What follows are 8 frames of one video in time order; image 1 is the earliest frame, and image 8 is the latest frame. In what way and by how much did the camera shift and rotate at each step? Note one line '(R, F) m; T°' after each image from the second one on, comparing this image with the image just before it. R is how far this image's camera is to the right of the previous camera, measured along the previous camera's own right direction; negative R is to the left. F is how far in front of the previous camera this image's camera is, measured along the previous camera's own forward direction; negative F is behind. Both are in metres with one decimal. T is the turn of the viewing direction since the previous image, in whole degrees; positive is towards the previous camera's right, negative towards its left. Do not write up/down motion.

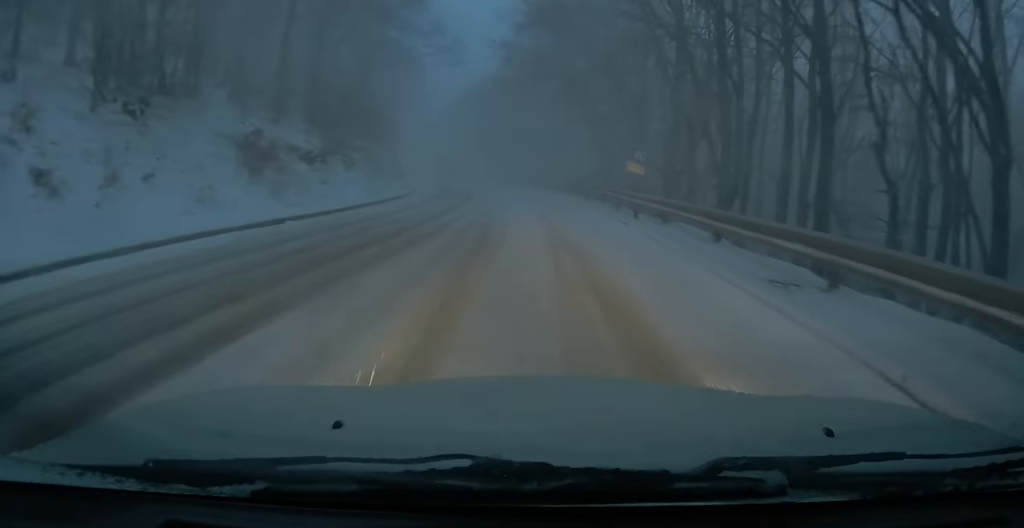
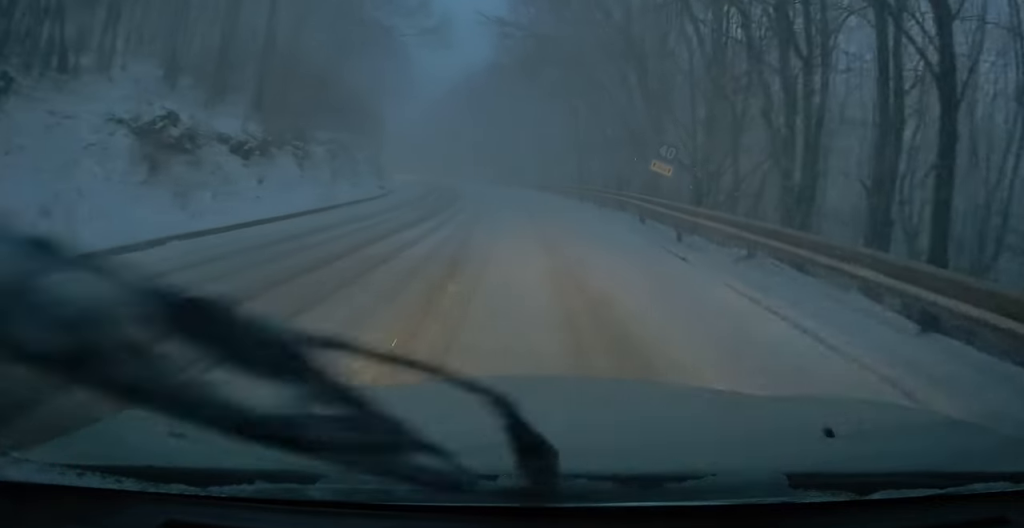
(0.0, +5.8) m; +1°
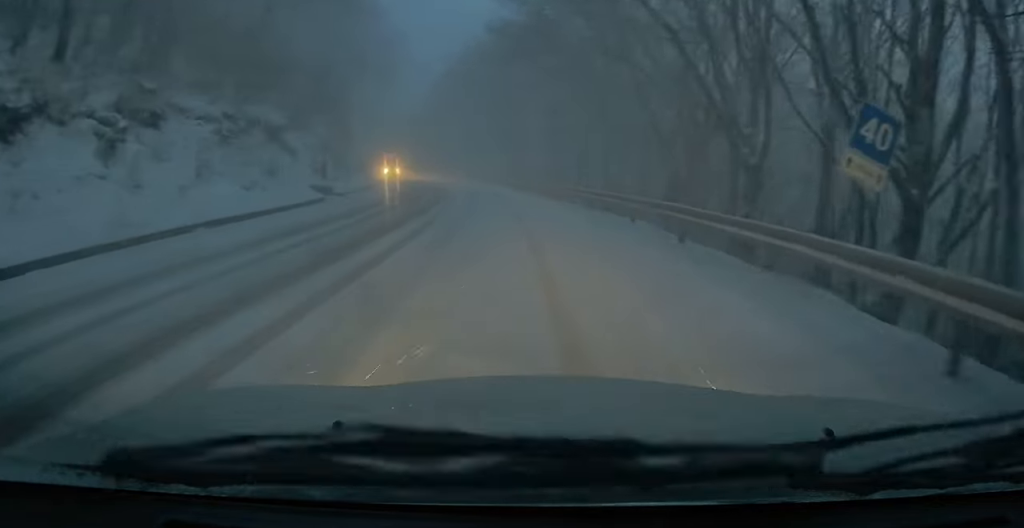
(-0.2, +12.1) m; -3°
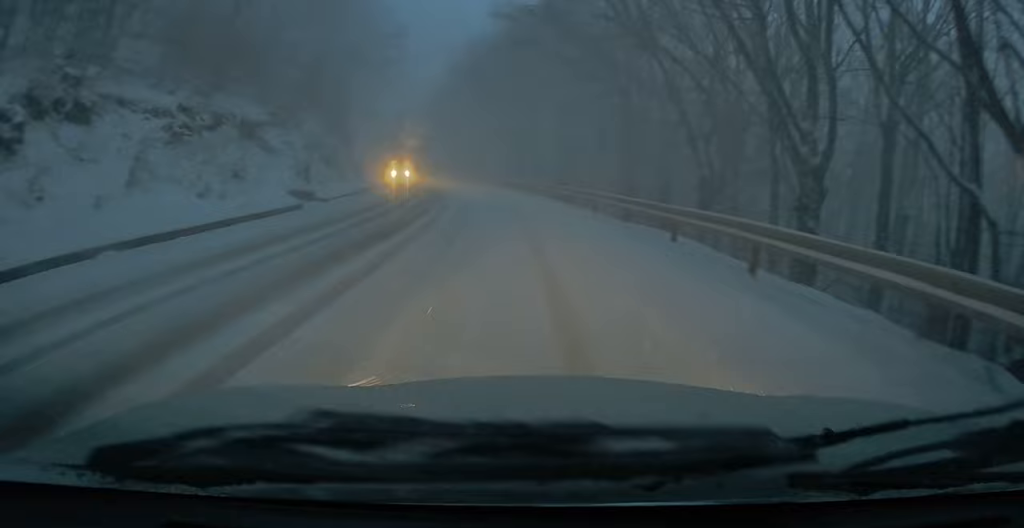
(+0.1, +3.3) m; +1°
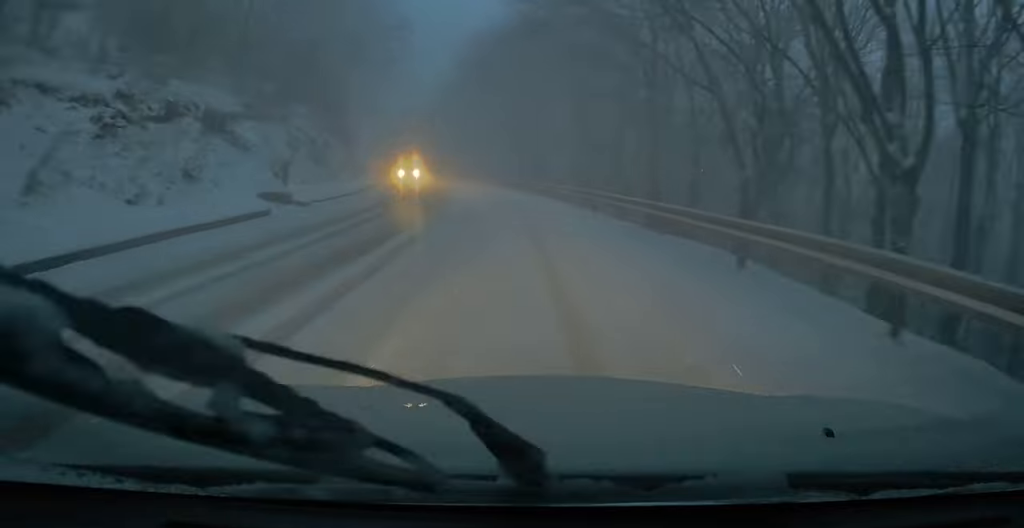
(0.0, +3.3) m; +1°
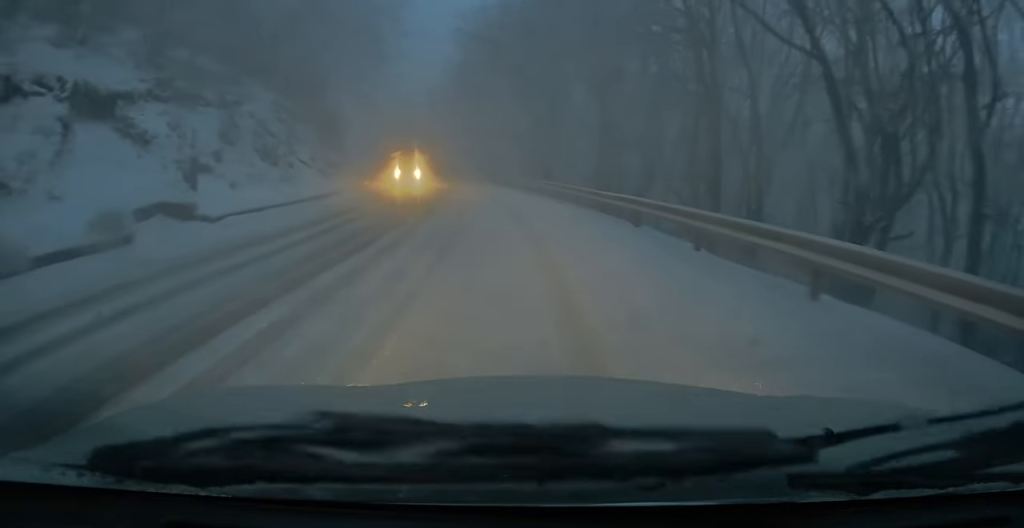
(+0.1, +6.6) m; +1°
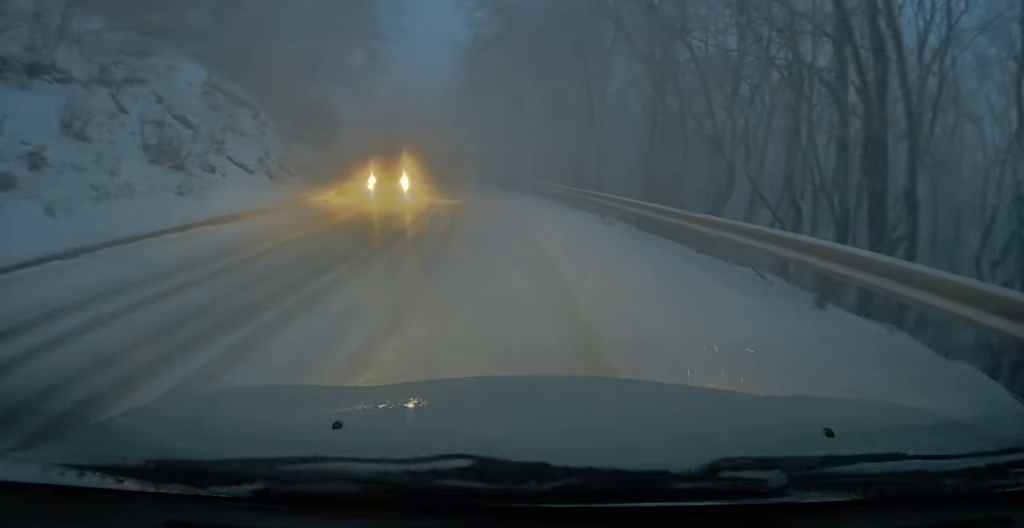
(0.0, +8.3) m; -1°
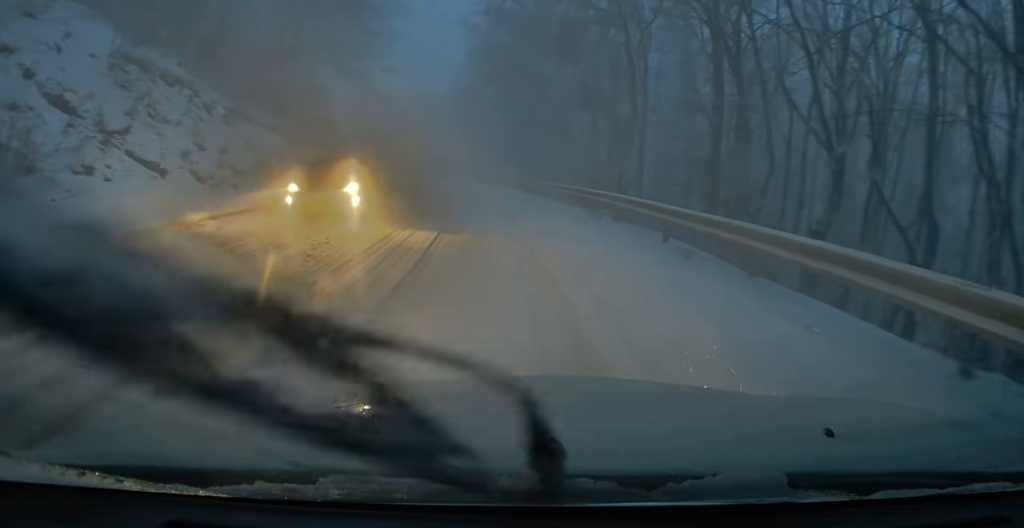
(-0.1, +6.4) m; +1°
